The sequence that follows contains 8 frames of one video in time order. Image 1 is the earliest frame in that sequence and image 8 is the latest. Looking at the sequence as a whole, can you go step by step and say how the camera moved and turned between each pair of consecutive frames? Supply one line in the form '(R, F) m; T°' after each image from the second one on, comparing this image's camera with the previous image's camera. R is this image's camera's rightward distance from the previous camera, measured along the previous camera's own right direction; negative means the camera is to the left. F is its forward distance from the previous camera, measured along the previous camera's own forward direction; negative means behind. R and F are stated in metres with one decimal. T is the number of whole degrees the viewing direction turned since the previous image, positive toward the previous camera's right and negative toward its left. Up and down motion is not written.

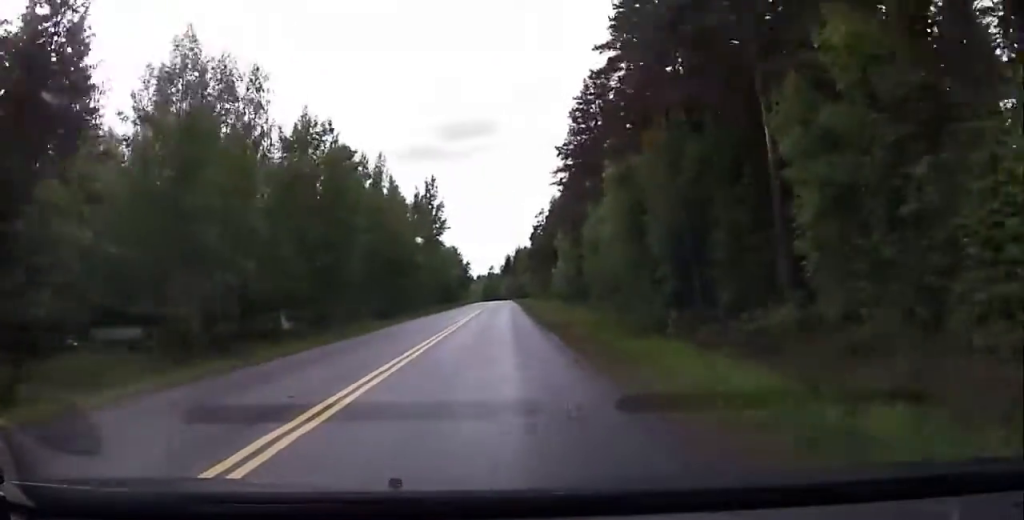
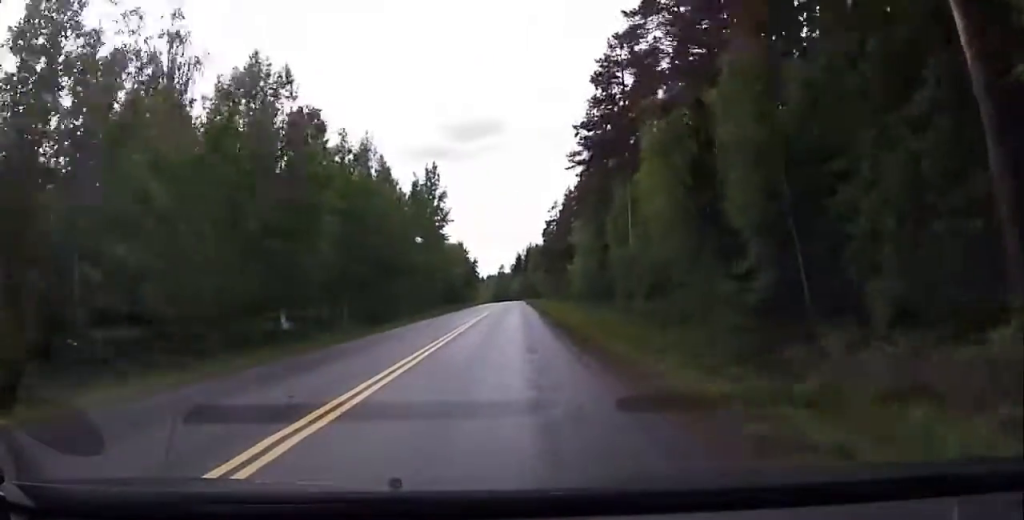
(0.0, +12.5) m; -1°
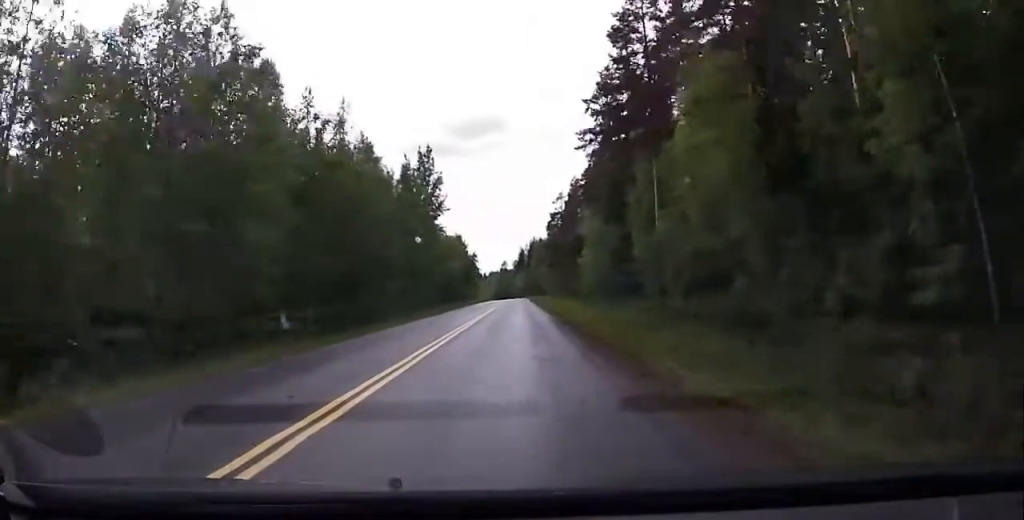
(0.0, +10.1) m; 0°
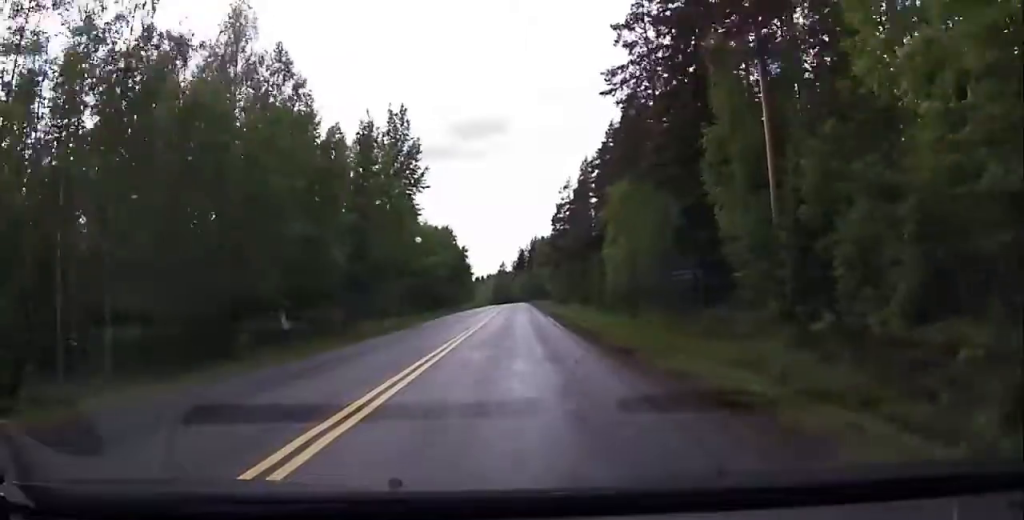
(-0.3, +22.9) m; +1°
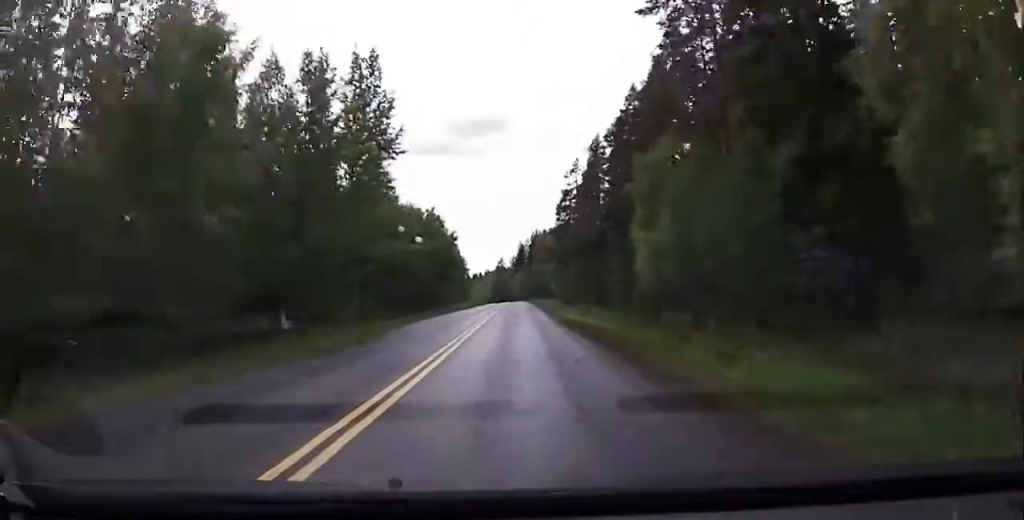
(+0.4, +16.6) m; 0°
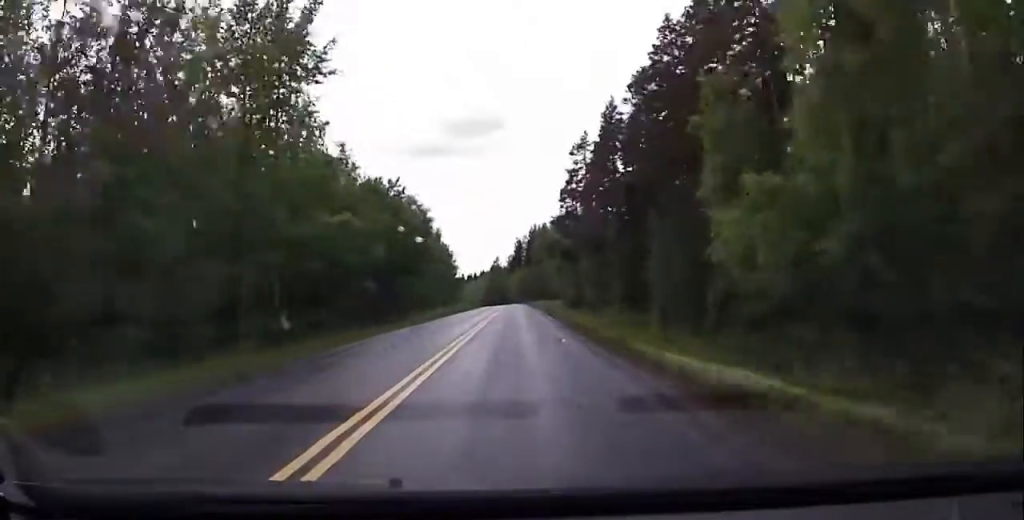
(-0.4, +21.3) m; -2°
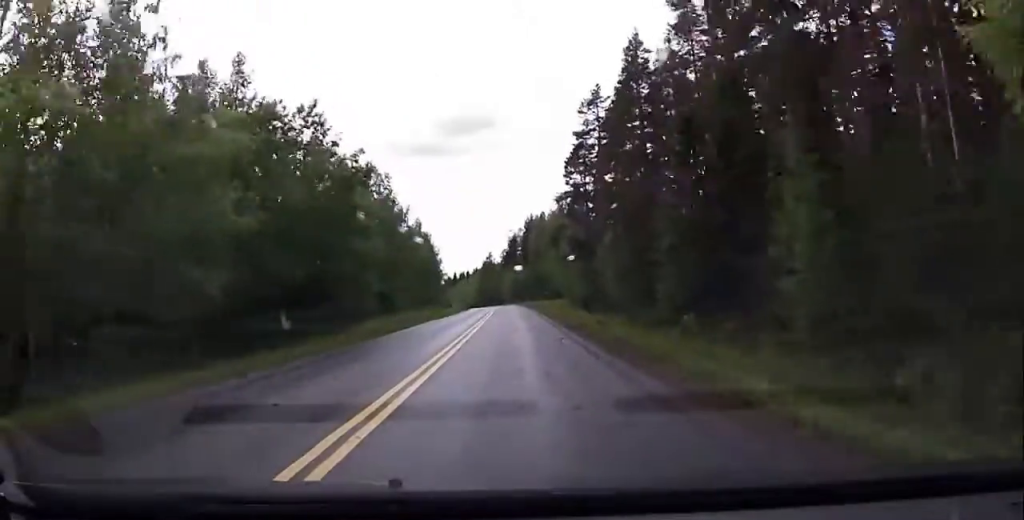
(-0.4, +22.8) m; 0°
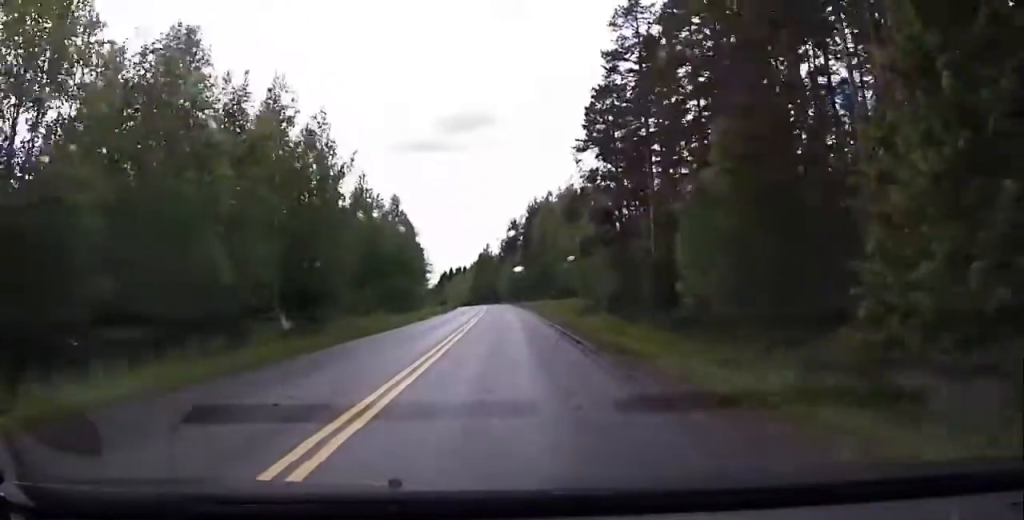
(+0.3, +26.0) m; +1°
